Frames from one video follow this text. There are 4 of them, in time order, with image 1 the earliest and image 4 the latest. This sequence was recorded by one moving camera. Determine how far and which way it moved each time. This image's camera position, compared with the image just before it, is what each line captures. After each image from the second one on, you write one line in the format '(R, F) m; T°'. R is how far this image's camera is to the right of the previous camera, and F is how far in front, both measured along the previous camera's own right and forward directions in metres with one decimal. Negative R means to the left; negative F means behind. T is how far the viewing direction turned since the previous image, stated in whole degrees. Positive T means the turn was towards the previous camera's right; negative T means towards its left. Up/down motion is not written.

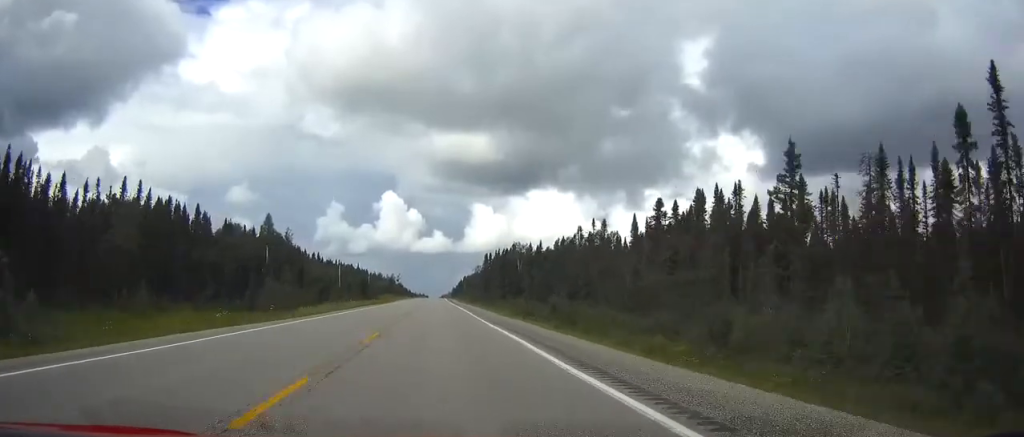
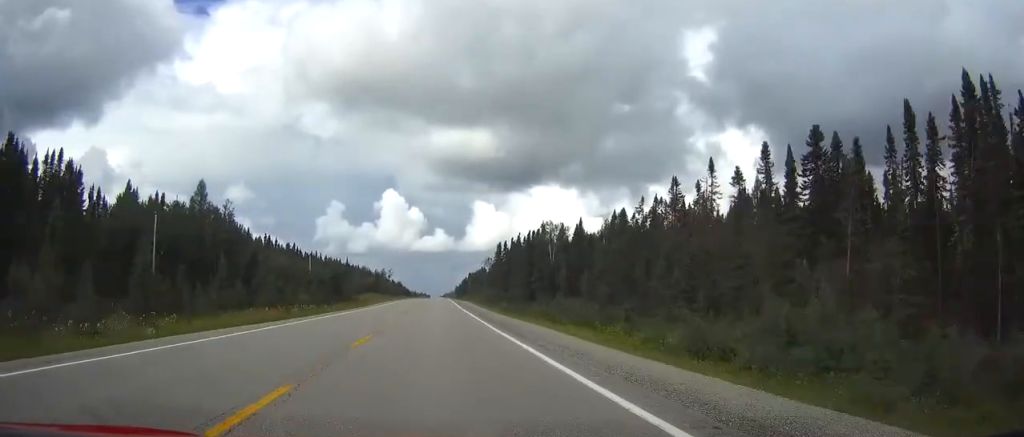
(+0.4, +49.4) m; 0°
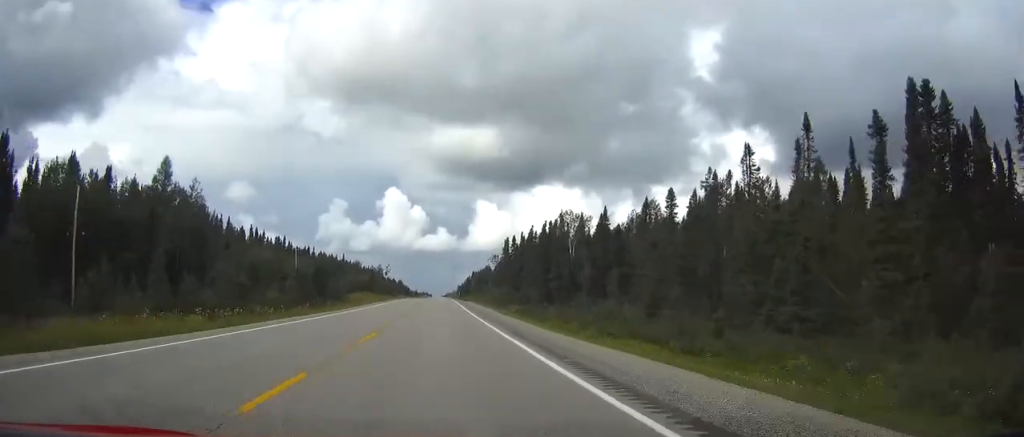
(0.0, +17.9) m; 0°
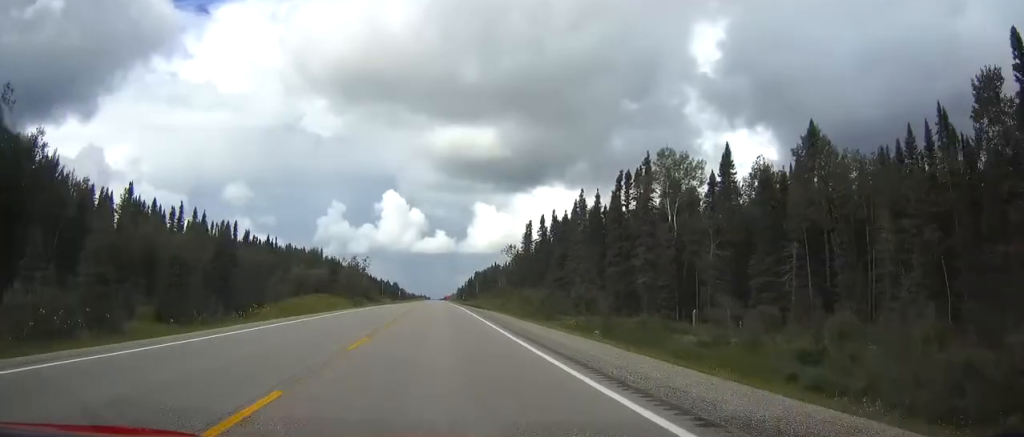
(-0.4, +50.9) m; 0°
